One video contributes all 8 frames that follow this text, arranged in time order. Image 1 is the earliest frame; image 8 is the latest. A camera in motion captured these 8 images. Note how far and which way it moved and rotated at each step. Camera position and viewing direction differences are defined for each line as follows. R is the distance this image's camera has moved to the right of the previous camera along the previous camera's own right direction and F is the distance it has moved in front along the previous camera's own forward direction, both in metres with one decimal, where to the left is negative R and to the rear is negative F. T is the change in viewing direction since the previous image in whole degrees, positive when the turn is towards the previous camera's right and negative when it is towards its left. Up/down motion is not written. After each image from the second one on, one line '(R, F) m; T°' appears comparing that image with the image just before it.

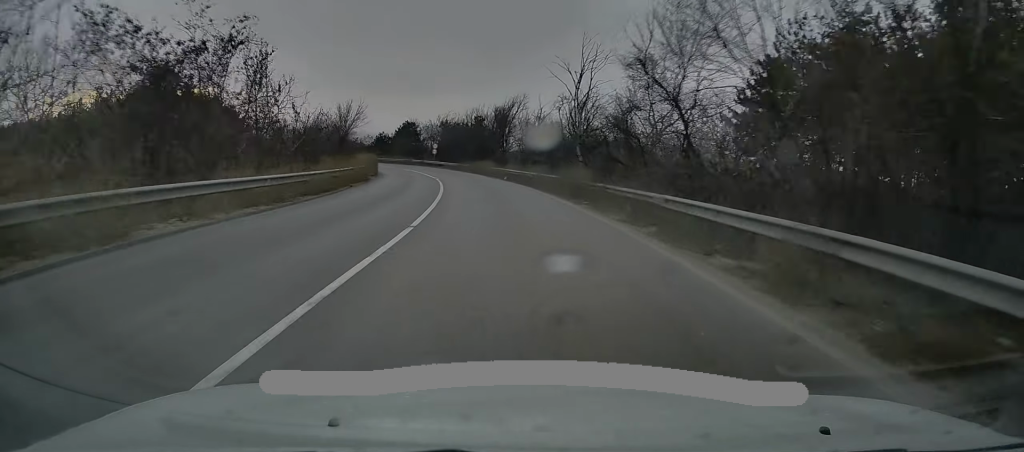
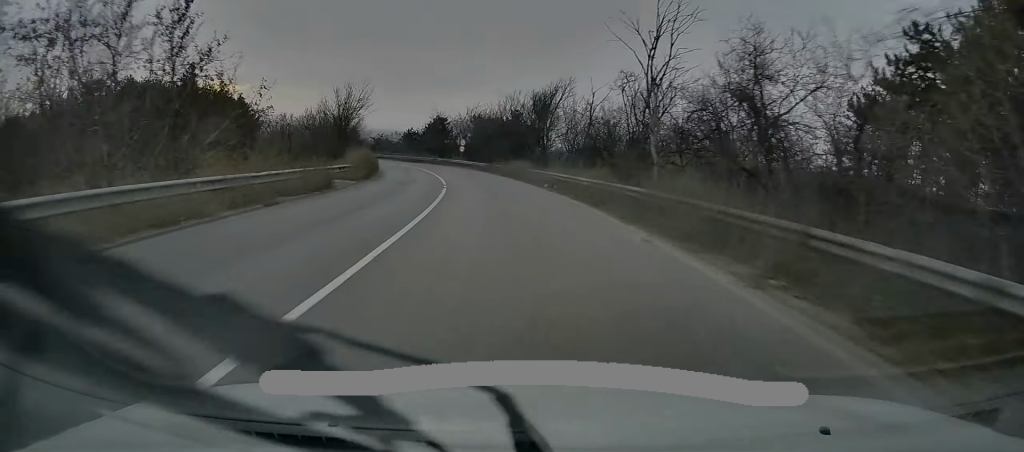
(-0.4, +13.2) m; -3°
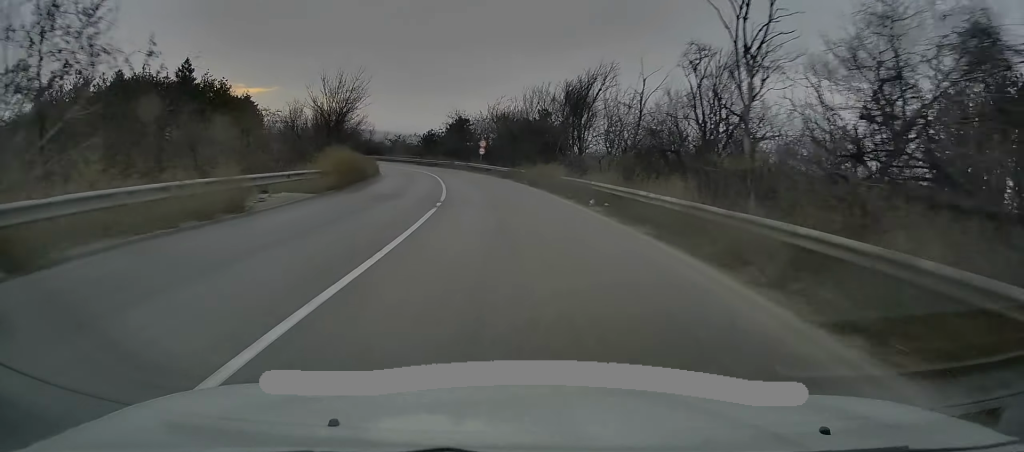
(0.0, +9.4) m; -2°
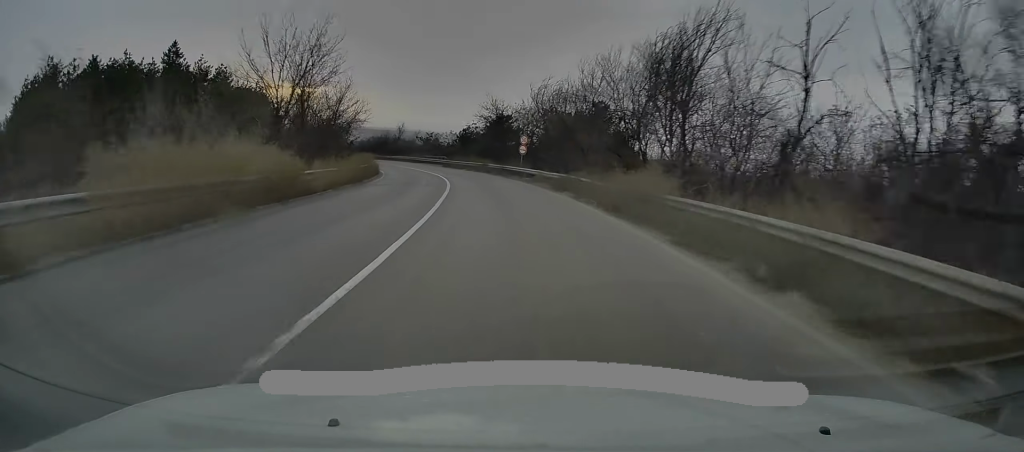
(-0.5, +15.6) m; -5°
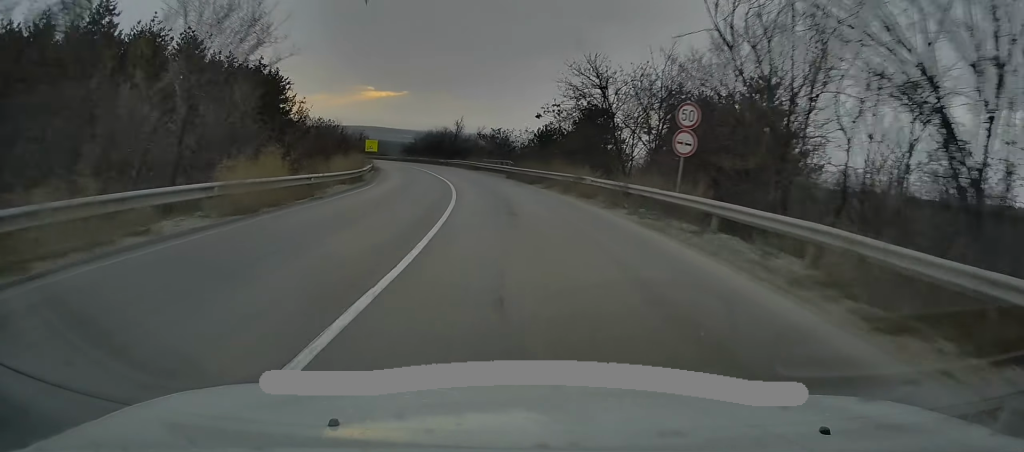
(-2.4, +29.1) m; -7°
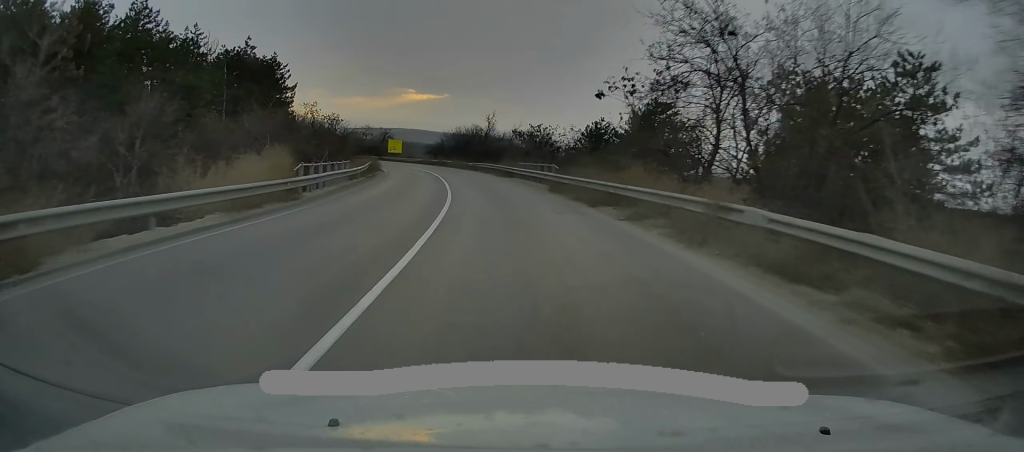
(-0.1, +14.9) m; -3°
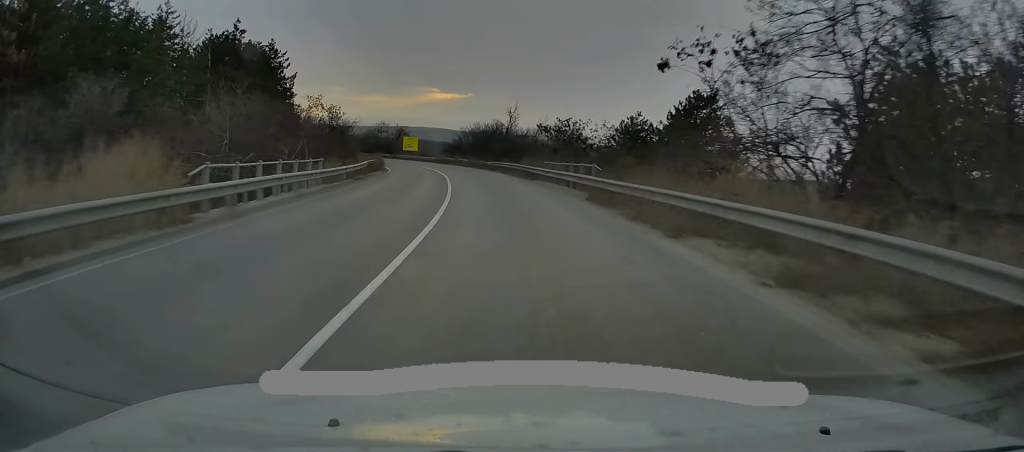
(-0.3, +8.0) m; -2°
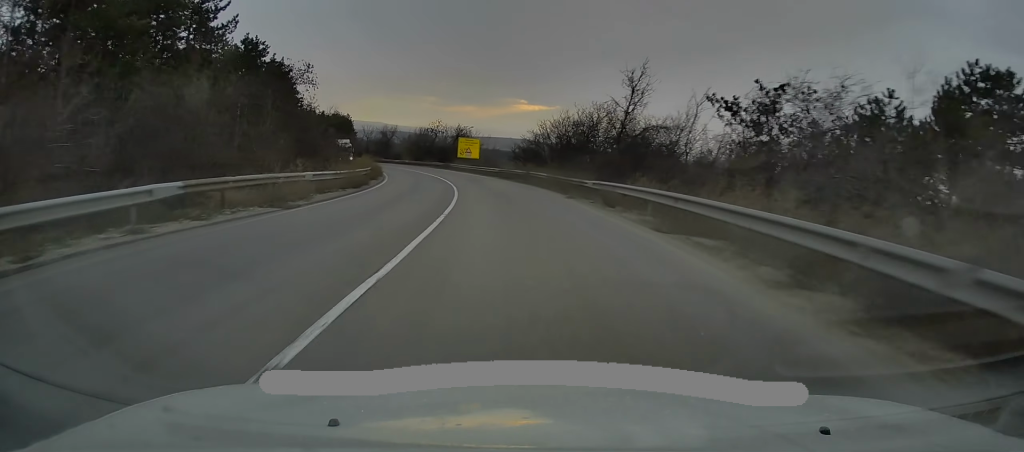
(-2.3, +31.9) m; -8°
